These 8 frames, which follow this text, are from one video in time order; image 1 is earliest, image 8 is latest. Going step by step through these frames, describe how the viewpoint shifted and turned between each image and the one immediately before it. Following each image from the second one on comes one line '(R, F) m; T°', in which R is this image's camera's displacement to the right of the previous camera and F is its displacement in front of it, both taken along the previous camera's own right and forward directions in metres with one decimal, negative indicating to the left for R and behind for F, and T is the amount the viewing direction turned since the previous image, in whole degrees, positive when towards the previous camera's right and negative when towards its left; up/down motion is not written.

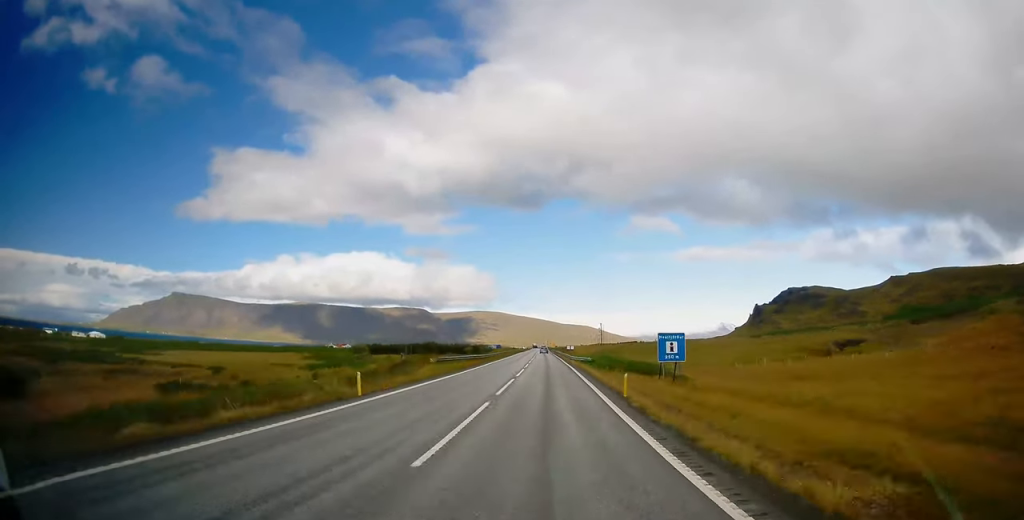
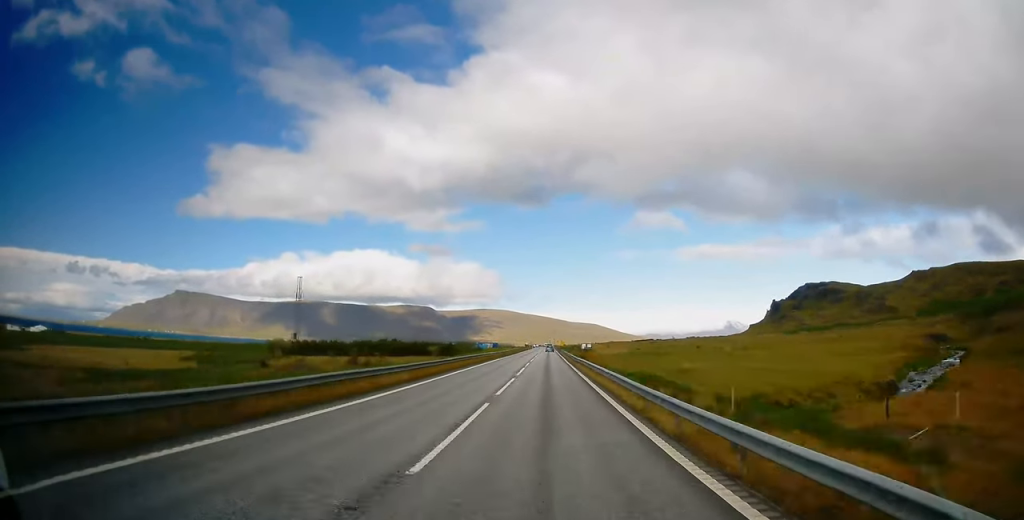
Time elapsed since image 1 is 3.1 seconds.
(-0.3, +71.0) m; 0°
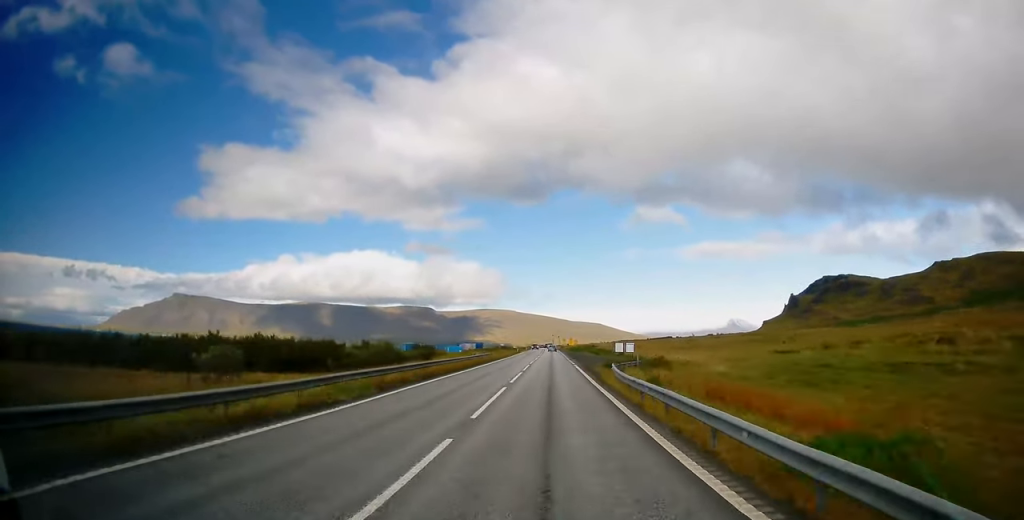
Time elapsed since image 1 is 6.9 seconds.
(-0.1, +89.2) m; 0°
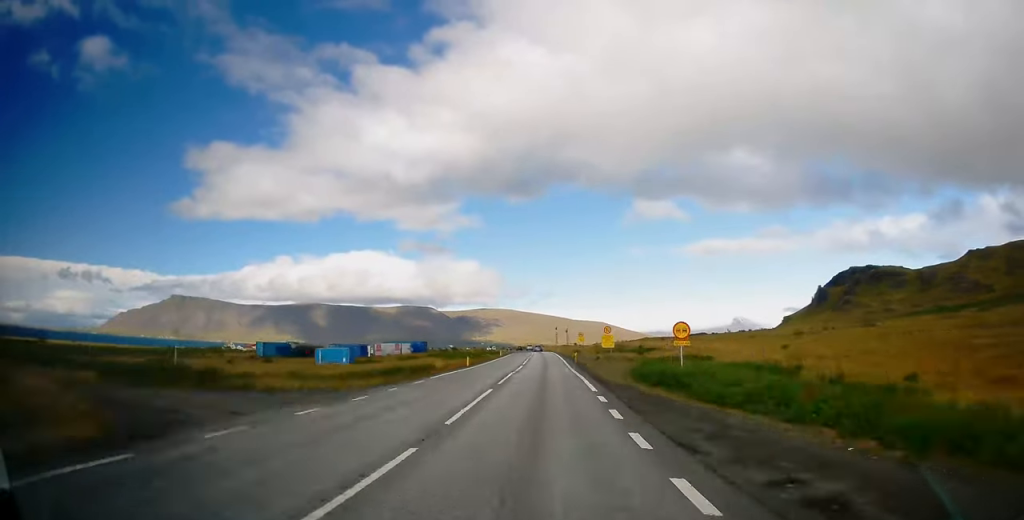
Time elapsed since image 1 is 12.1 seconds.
(-0.8, +118.0) m; -2°
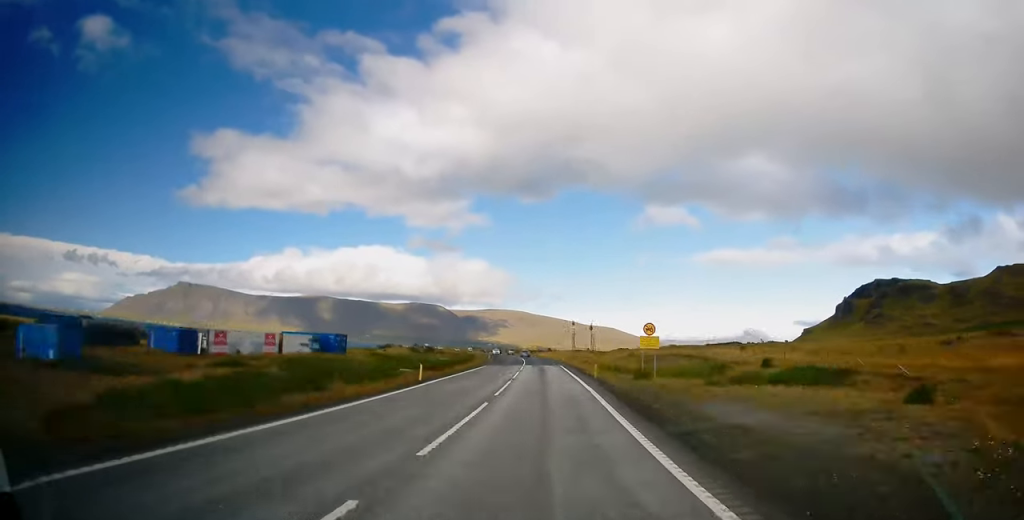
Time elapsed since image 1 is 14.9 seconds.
(-0.6, +62.4) m; -2°
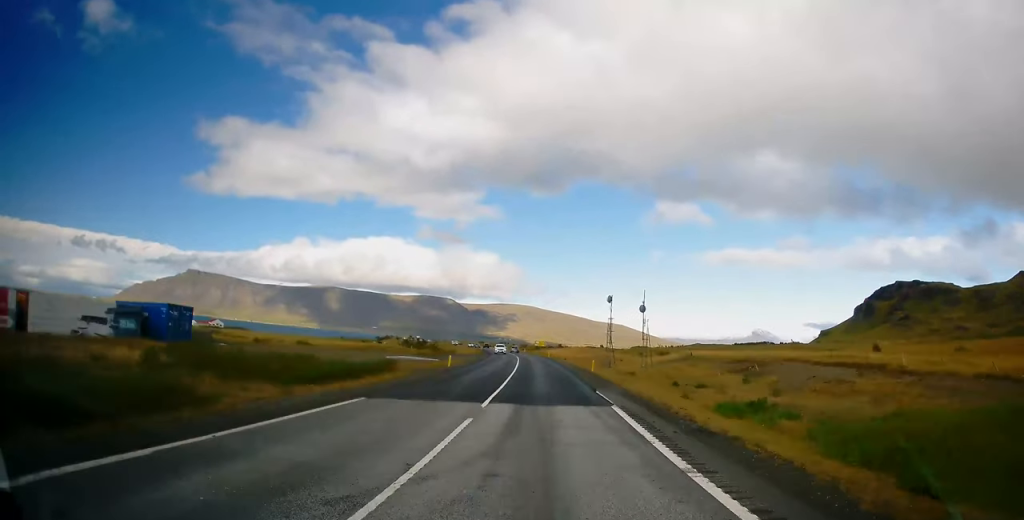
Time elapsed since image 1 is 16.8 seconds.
(0.0, +41.1) m; -1°
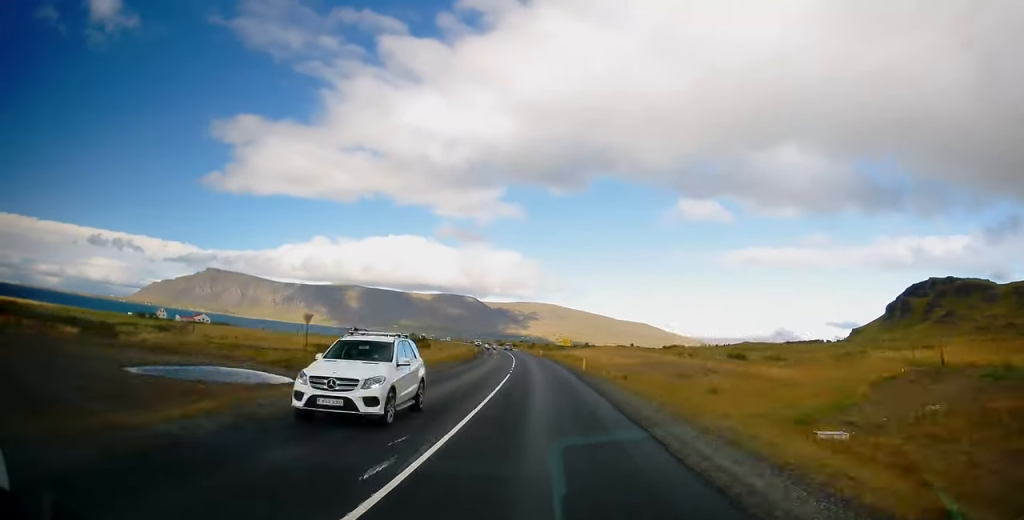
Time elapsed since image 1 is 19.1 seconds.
(-1.1, +49.5) m; -2°
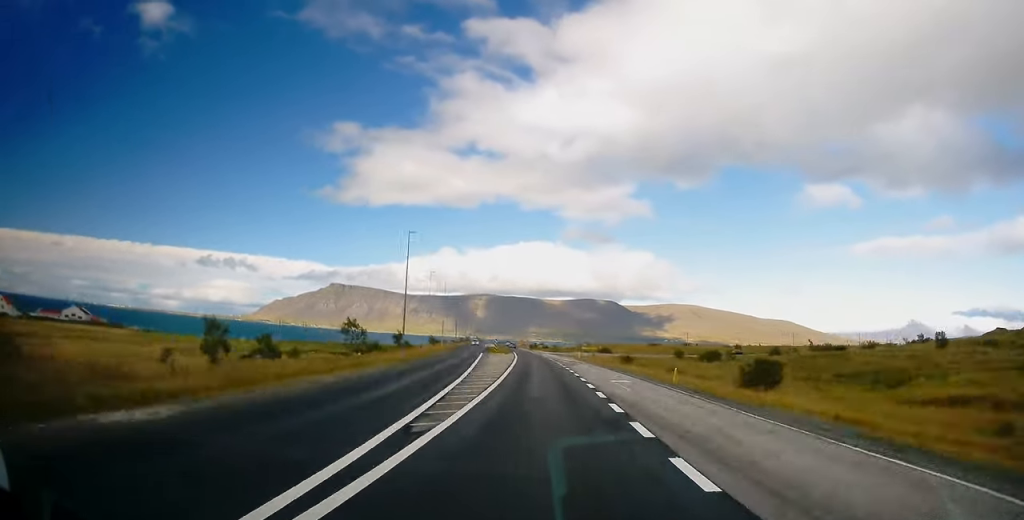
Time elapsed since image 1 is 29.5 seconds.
(-24.5, +220.1) m; -13°
